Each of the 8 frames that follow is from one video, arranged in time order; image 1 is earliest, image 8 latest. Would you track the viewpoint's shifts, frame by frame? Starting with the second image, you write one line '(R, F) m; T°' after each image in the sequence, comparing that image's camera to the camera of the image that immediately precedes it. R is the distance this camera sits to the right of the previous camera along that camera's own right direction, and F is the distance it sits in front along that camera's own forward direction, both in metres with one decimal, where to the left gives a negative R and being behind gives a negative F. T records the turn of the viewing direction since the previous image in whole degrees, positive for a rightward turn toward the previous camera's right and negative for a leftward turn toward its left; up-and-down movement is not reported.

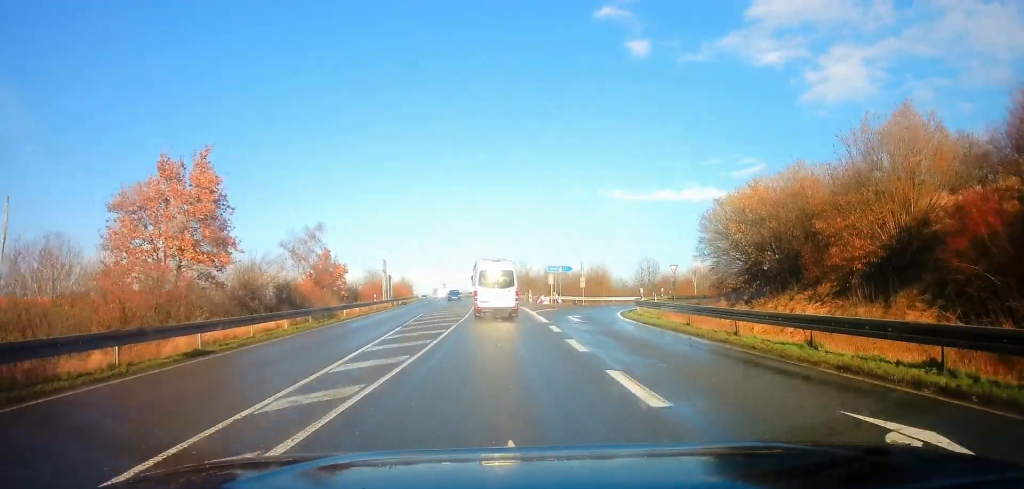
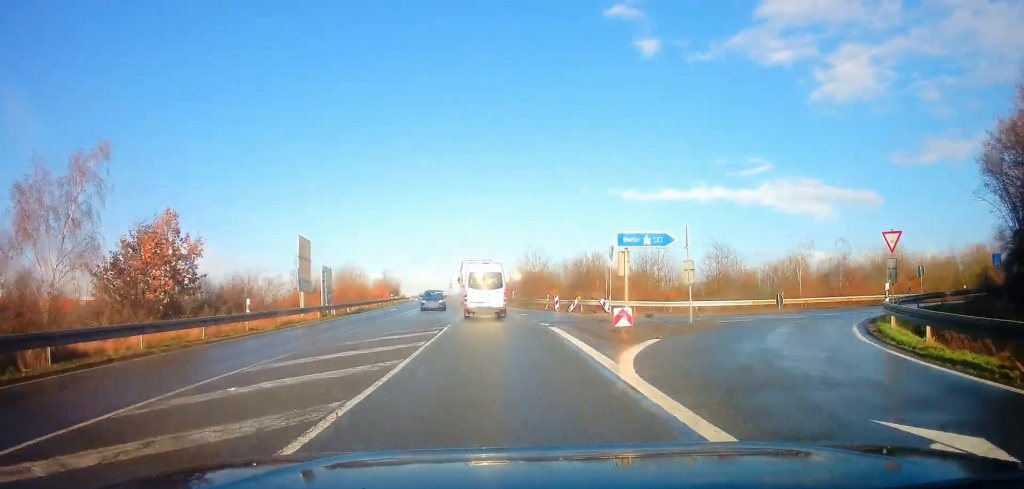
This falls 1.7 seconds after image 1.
(+0.1, +24.5) m; -2°
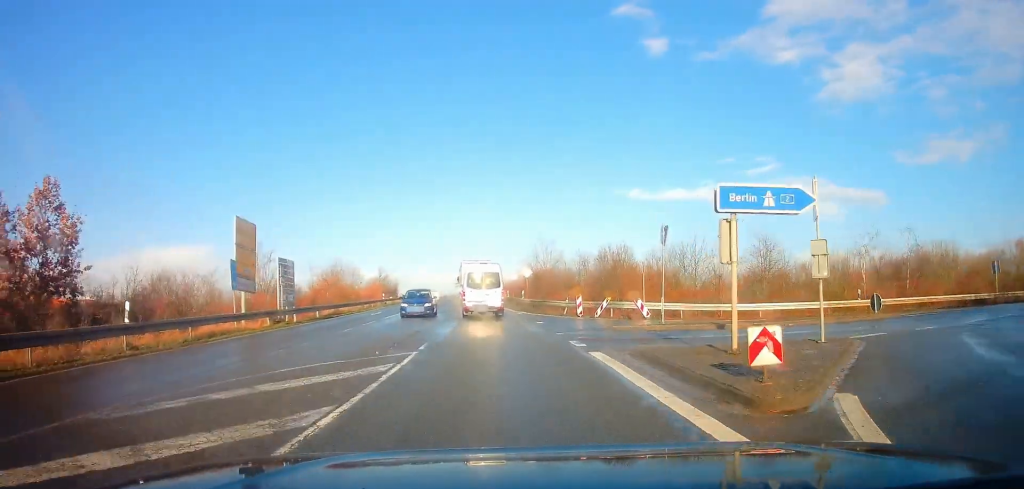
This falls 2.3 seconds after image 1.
(-0.1, +8.5) m; -1°
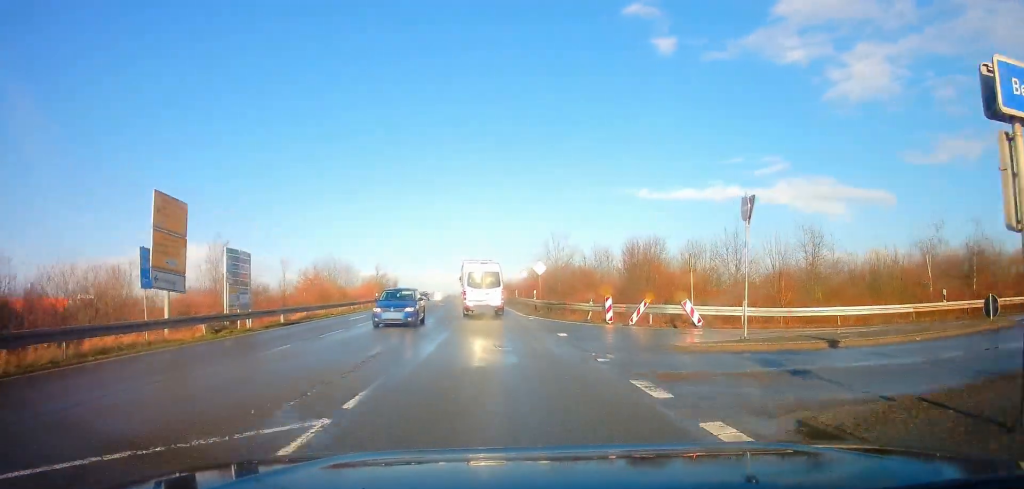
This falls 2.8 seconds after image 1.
(-0.1, +6.6) m; -1°
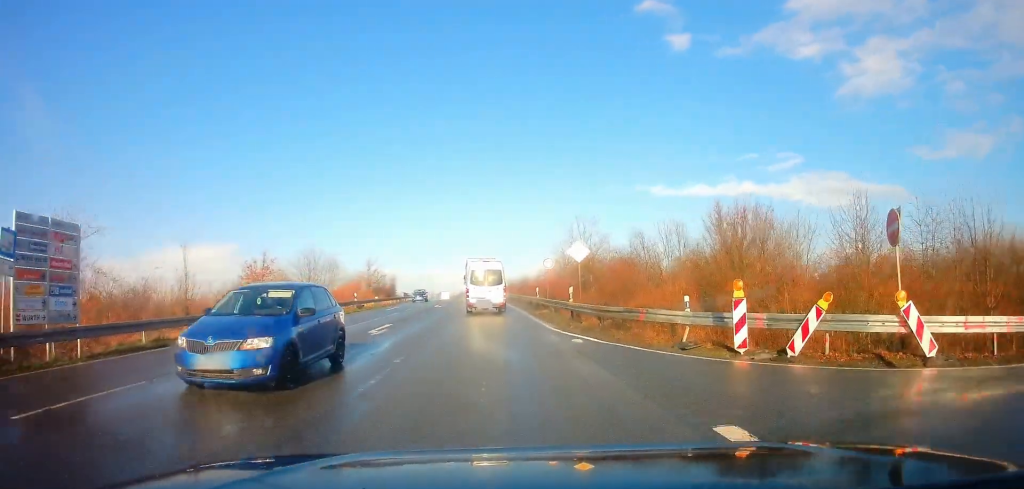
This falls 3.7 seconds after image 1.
(-0.1, +12.4) m; -1°
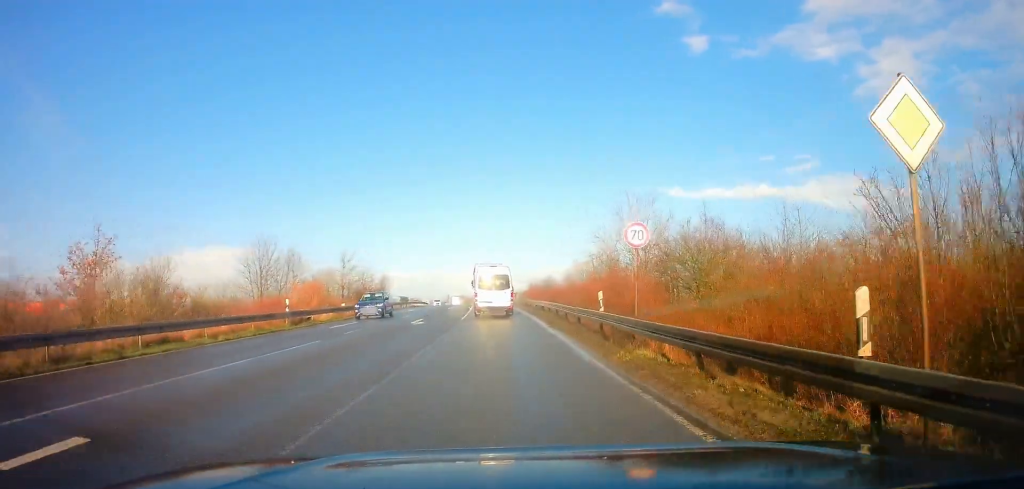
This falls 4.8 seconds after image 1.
(-0.1, +16.8) m; -2°
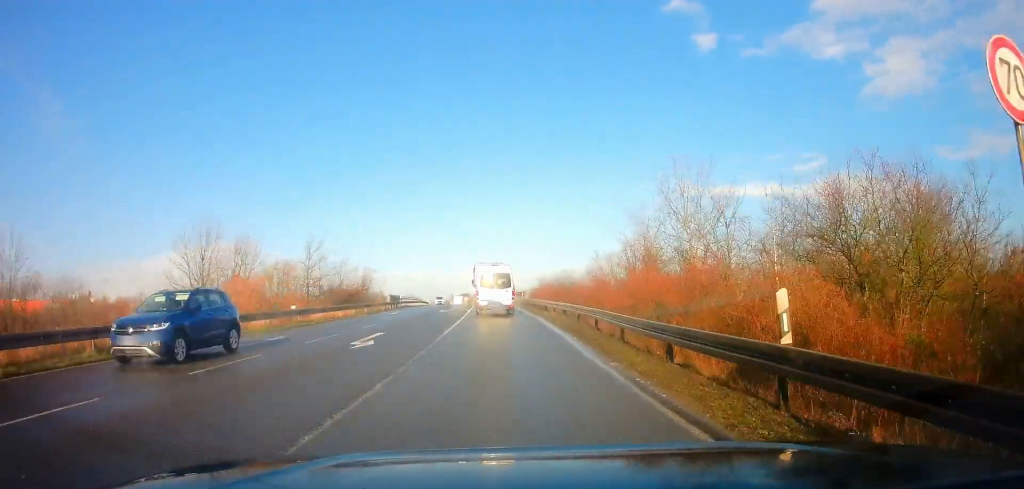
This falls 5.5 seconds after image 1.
(-0.2, +10.4) m; 0°
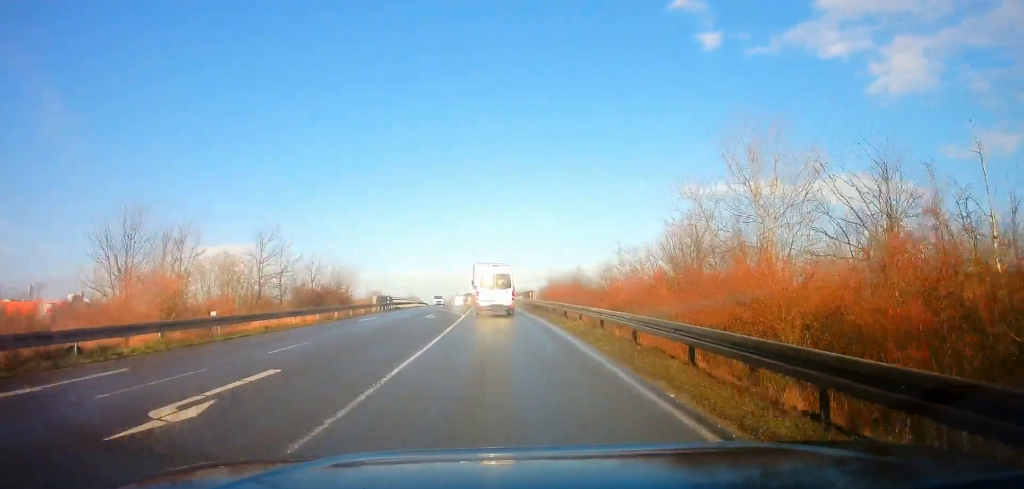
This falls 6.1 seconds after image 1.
(-0.2, +8.7) m; 0°
